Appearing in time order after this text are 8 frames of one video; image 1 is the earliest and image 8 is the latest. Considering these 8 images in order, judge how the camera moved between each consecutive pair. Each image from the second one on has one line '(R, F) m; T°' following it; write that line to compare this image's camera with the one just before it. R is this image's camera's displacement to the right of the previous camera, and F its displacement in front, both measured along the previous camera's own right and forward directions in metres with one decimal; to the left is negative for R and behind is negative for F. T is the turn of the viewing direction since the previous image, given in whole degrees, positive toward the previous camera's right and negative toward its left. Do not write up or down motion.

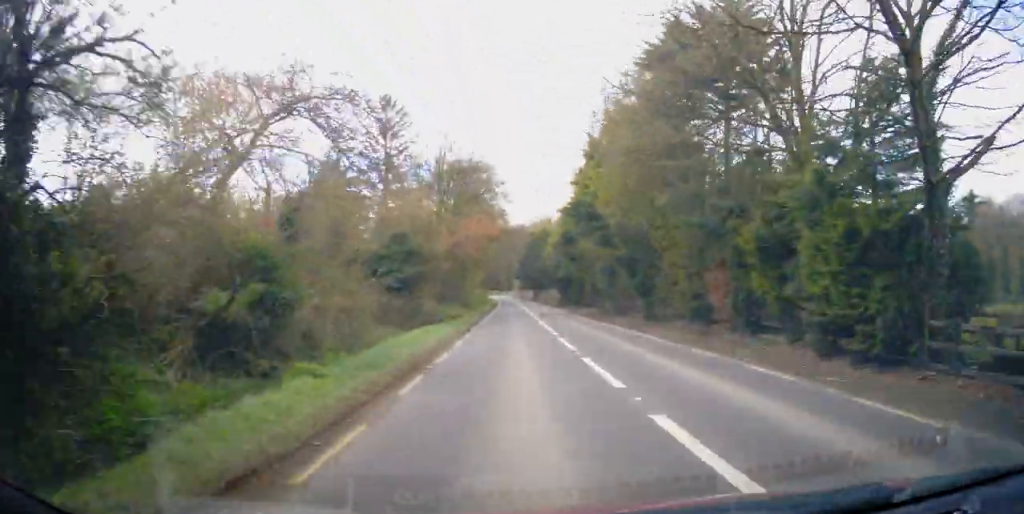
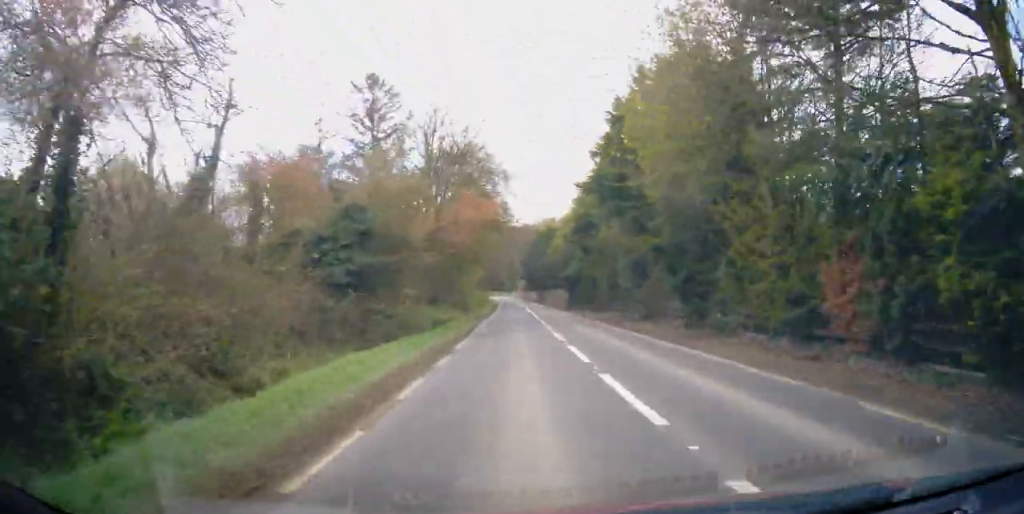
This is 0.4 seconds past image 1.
(+0.1, +8.0) m; 0°
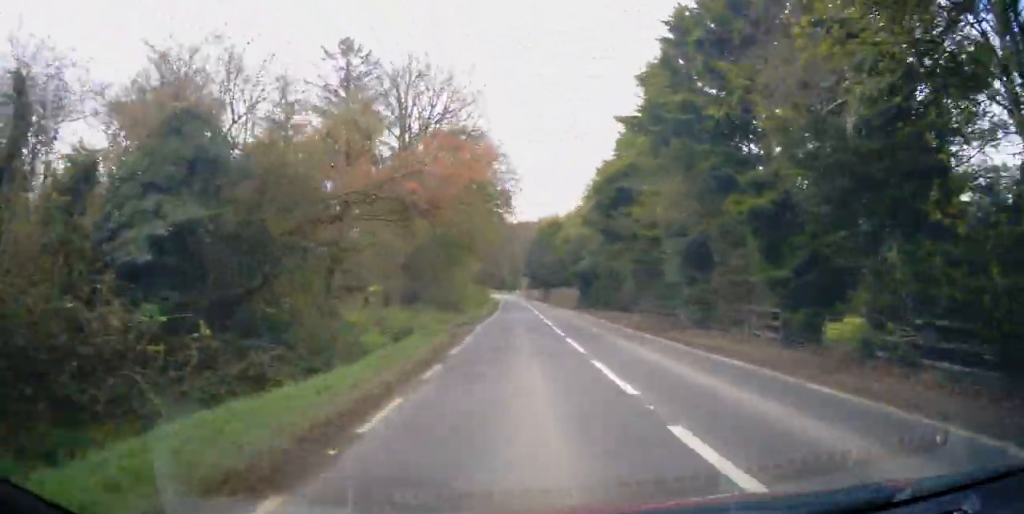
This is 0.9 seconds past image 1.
(+0.1, +10.0) m; 0°
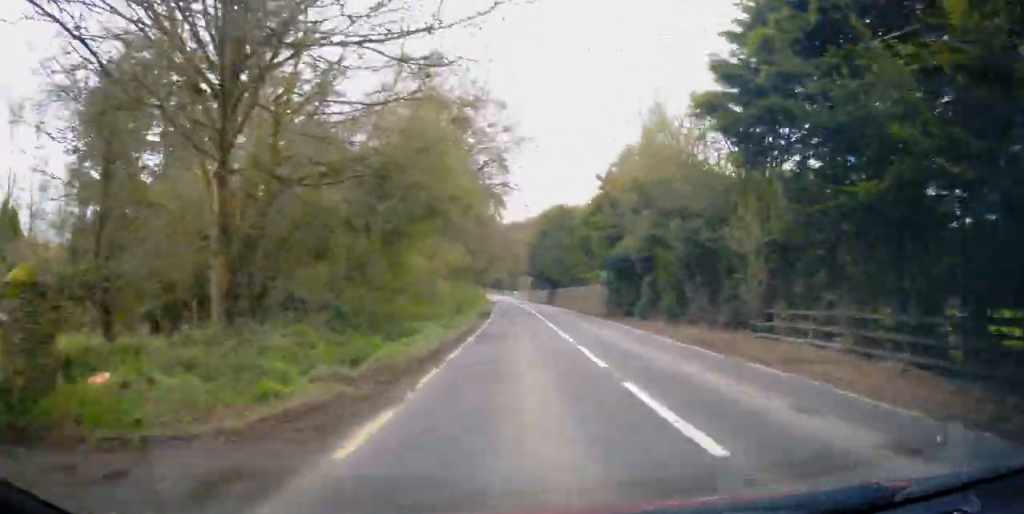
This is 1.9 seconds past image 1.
(-0.3, +20.7) m; -1°
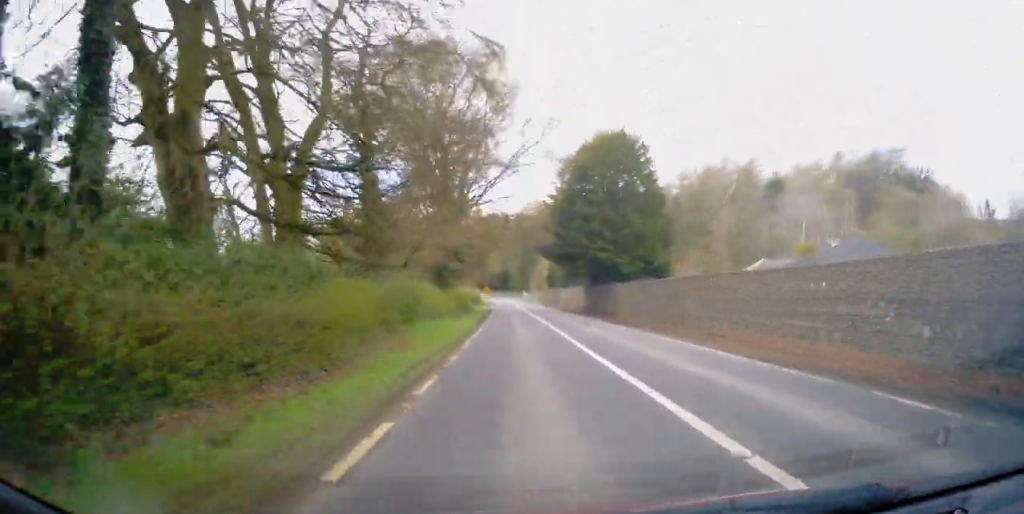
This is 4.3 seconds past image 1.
(+0.1, +47.8) m; +1°
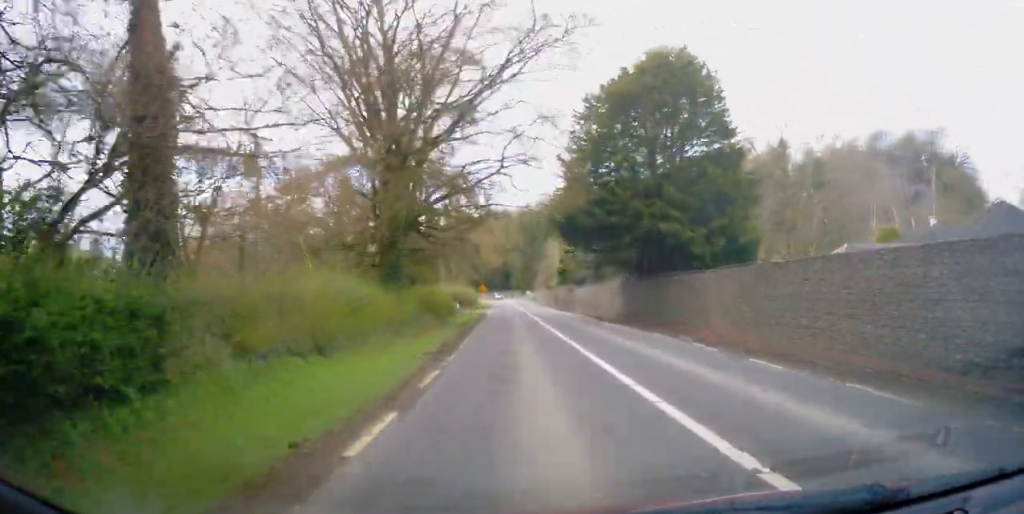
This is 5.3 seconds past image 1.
(+0.1, +18.8) m; 0°
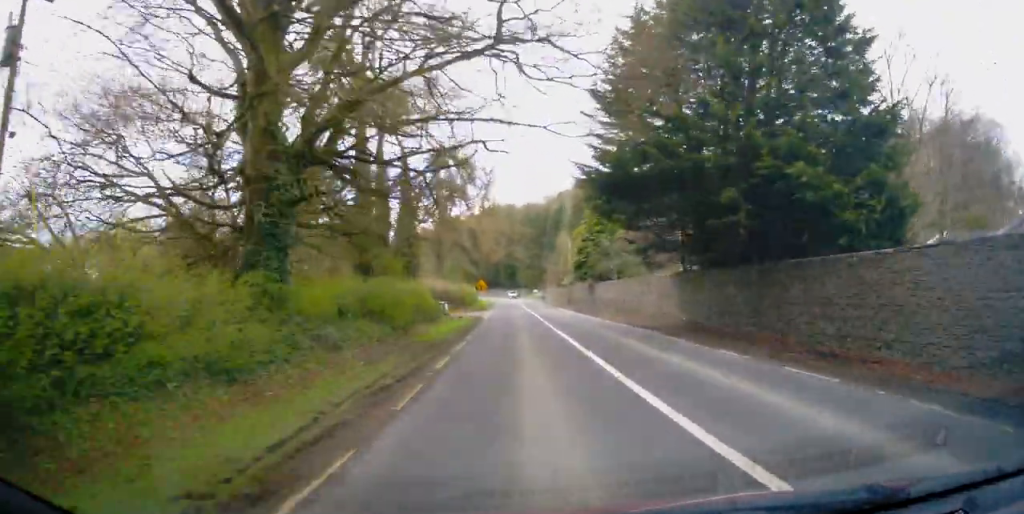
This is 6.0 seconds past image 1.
(+0.1, +13.5) m; -1°
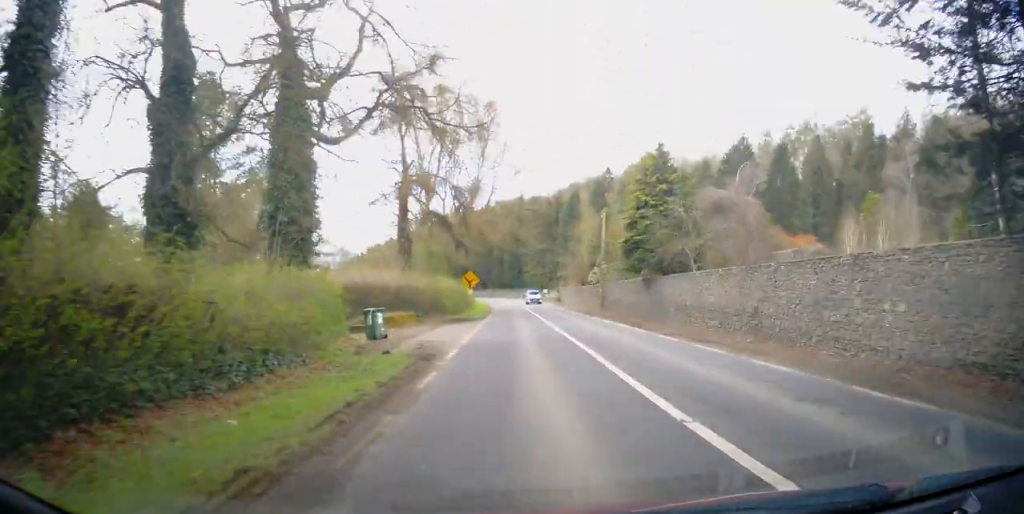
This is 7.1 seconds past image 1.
(-0.6, +21.8) m; -1°
